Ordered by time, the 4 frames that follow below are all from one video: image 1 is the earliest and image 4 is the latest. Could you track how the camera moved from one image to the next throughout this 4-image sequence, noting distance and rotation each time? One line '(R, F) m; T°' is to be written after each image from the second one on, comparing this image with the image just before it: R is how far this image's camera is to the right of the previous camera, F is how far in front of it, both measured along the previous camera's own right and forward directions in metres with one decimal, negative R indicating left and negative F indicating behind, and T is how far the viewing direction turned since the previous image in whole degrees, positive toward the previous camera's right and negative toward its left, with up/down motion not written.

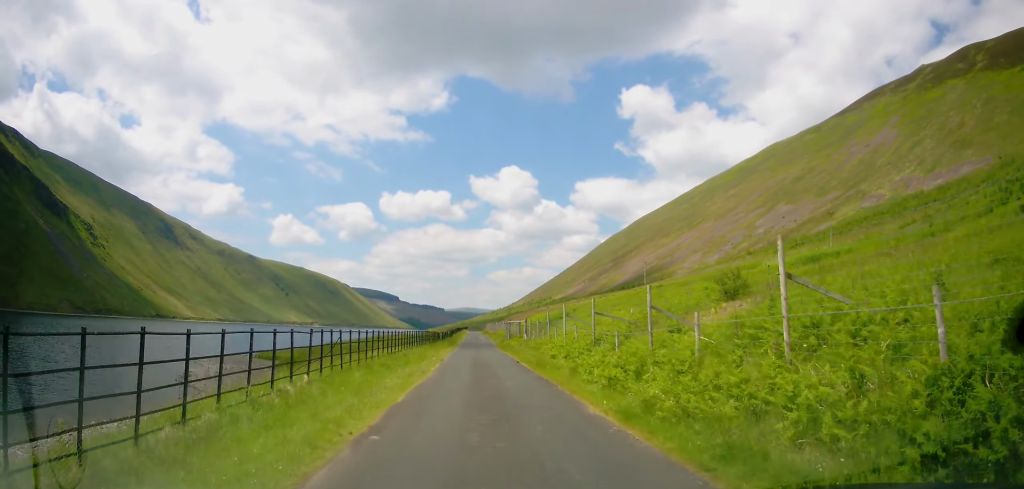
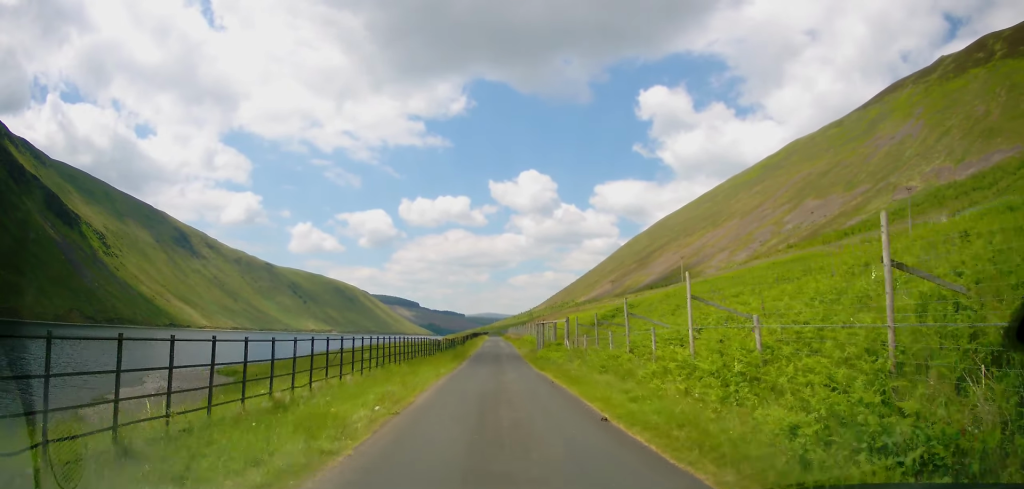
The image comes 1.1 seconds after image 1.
(-0.9, +15.1) m; -4°
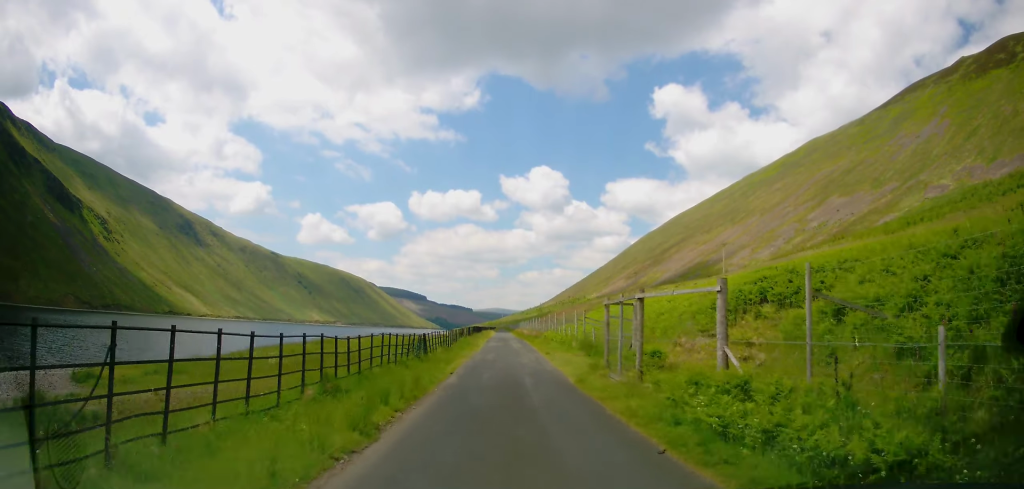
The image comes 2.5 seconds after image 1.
(+0.1, +21.6) m; 0°
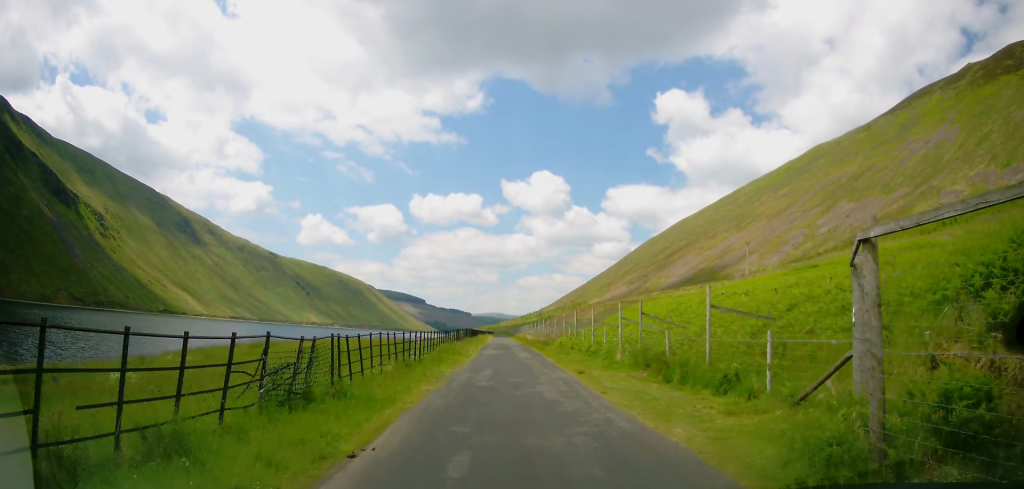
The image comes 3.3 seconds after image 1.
(0.0, +11.9) m; 0°
